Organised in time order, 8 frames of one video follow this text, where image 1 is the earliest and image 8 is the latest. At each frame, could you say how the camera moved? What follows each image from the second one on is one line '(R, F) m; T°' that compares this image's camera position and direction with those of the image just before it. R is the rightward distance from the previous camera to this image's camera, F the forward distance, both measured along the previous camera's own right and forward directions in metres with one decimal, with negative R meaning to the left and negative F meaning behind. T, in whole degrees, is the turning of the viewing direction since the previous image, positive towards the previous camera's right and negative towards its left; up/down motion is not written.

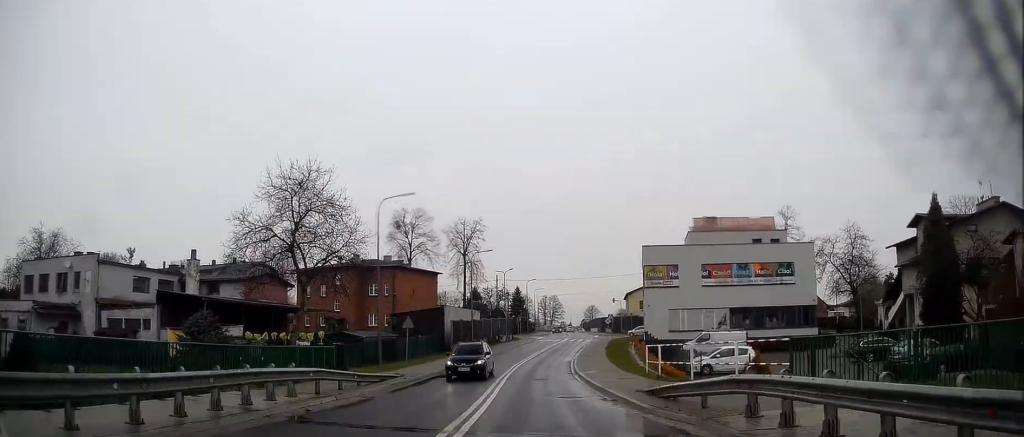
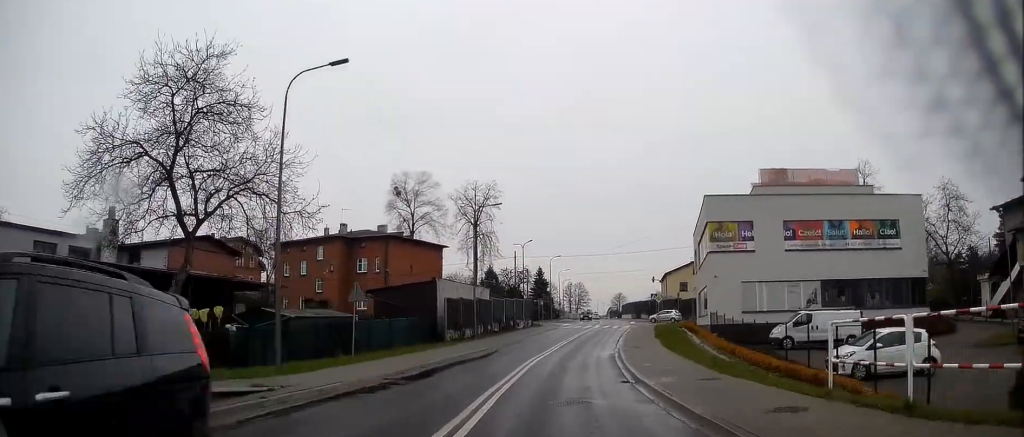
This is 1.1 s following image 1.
(-0.2, +14.6) m; -2°
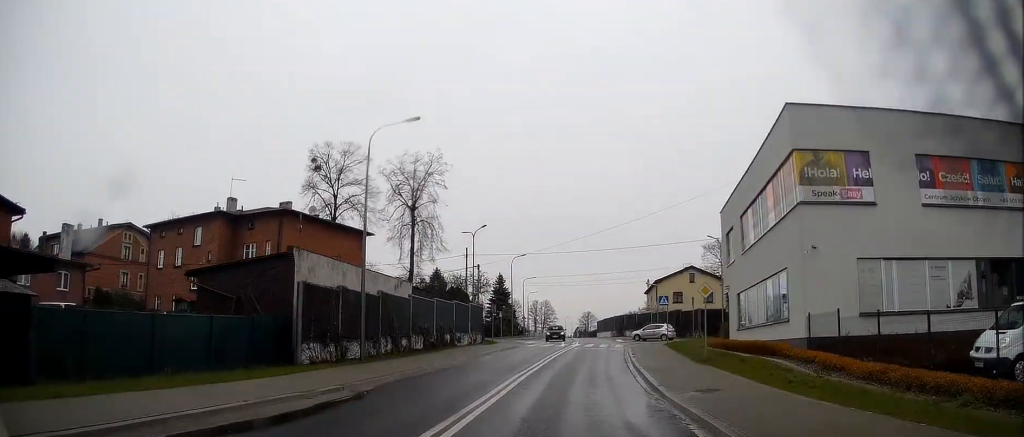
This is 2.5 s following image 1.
(-0.3, +19.0) m; +1°
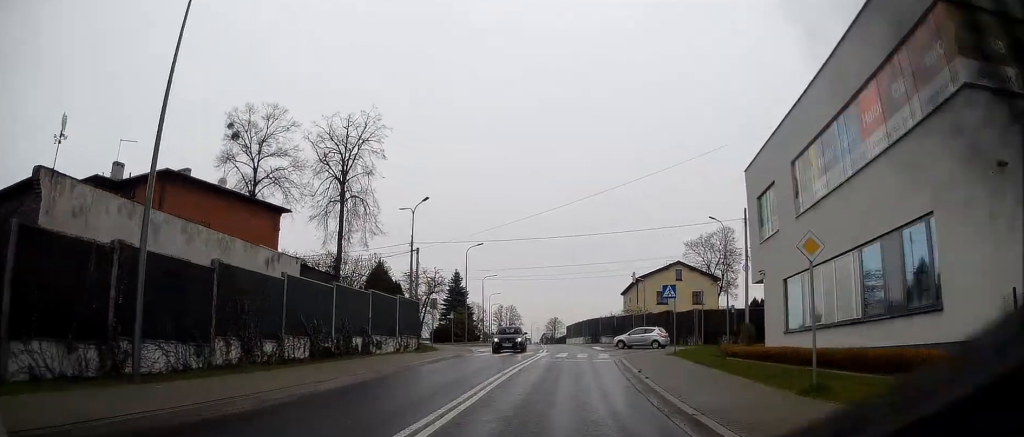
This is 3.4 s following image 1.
(+0.5, +11.4) m; +3°
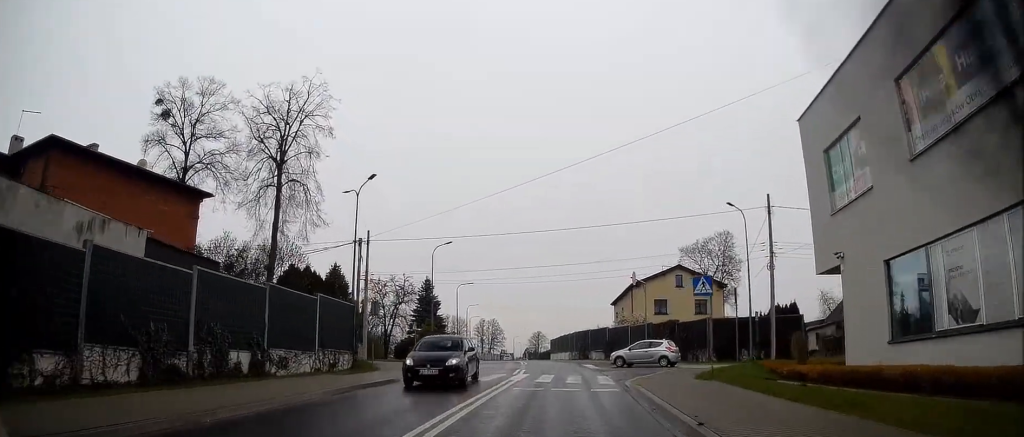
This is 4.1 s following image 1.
(+0.1, +8.8) m; +1°
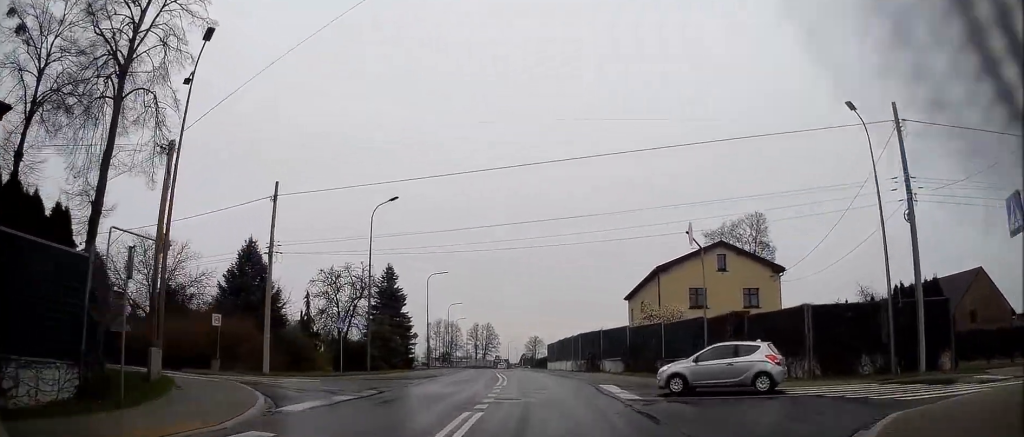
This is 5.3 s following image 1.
(+0.2, +16.4) m; 0°
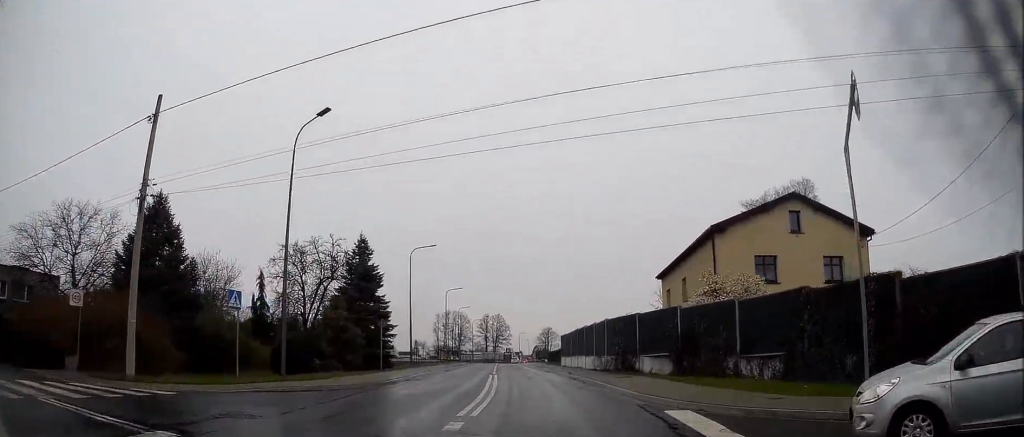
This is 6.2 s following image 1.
(-0.1, +12.0) m; -1°
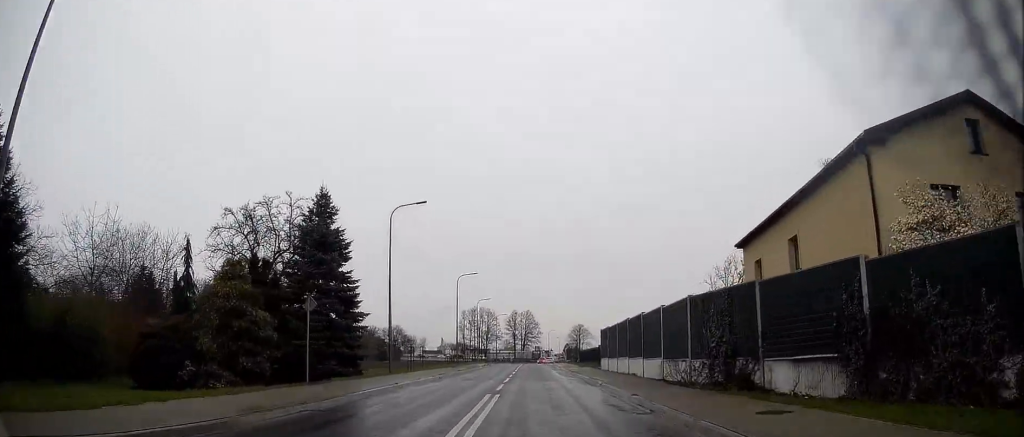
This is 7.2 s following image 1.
(-0.2, +13.9) m; -1°
